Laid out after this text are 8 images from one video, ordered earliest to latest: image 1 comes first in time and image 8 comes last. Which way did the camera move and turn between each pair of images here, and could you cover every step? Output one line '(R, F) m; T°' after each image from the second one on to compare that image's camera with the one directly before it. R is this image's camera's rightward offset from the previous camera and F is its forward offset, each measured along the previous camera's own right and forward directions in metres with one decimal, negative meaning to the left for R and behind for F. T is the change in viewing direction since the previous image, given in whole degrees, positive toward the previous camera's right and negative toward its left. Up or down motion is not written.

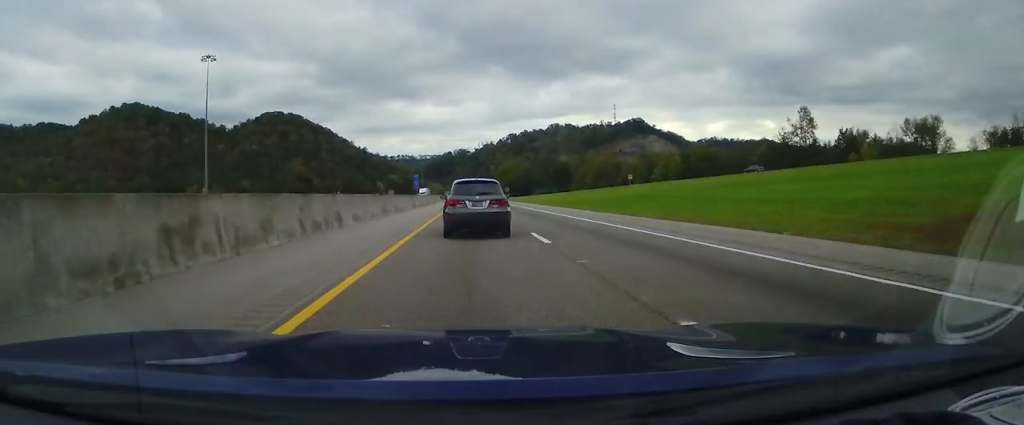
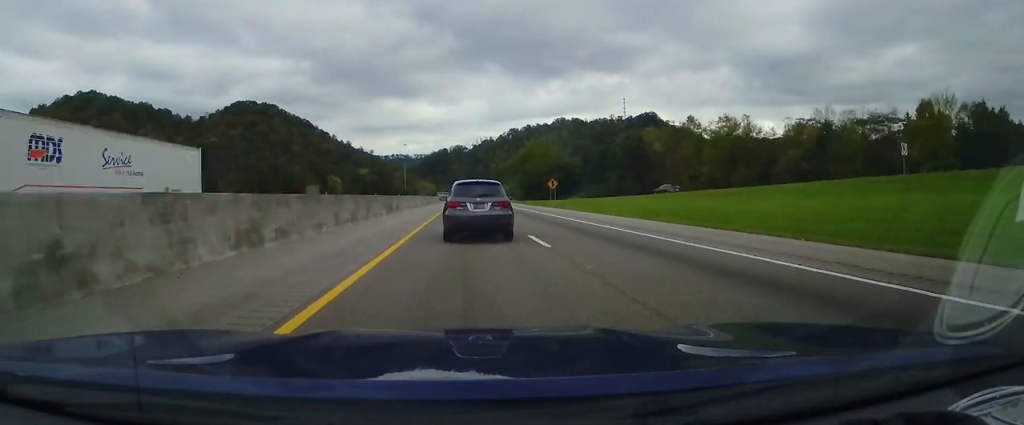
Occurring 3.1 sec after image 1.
(+0.4, +100.2) m; 0°
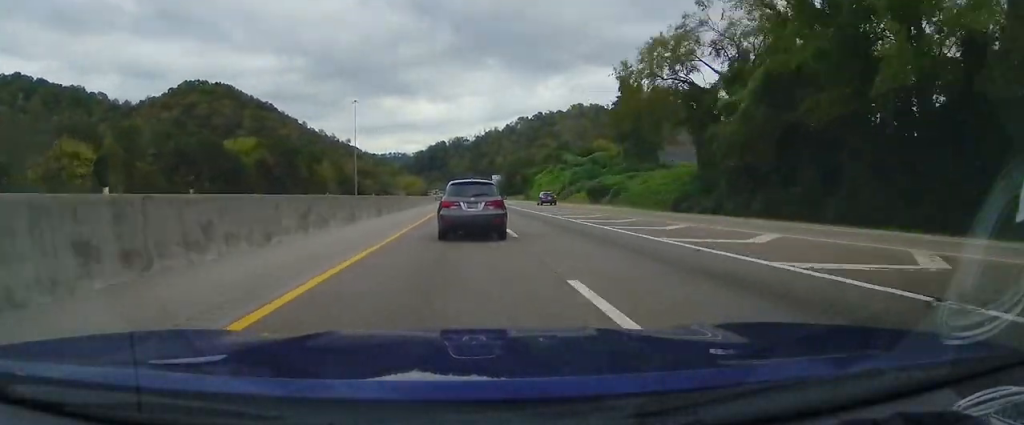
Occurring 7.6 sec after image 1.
(-0.9, +145.7) m; 0°
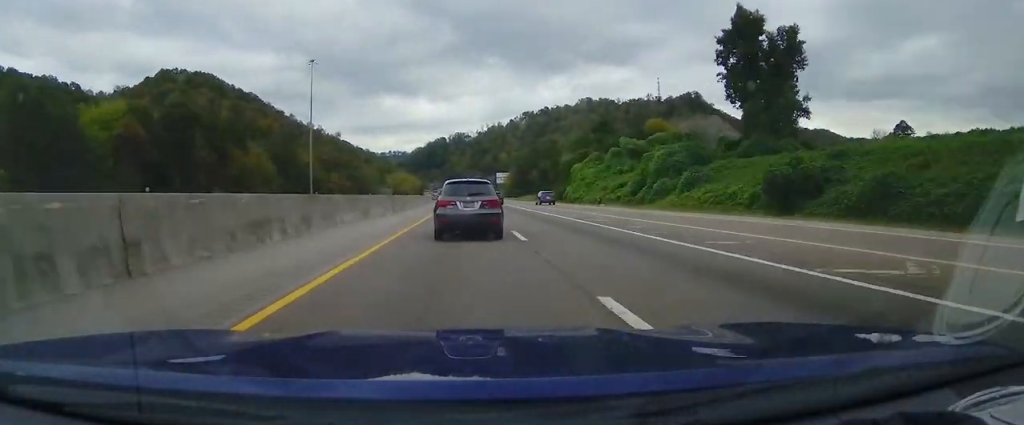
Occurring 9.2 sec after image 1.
(+0.1, +51.0) m; 0°
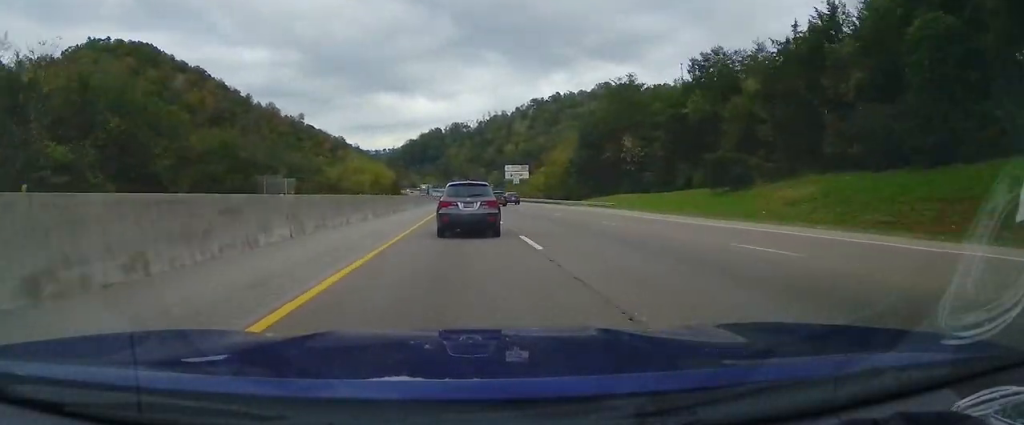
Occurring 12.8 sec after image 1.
(+0.1, +114.6) m; 0°
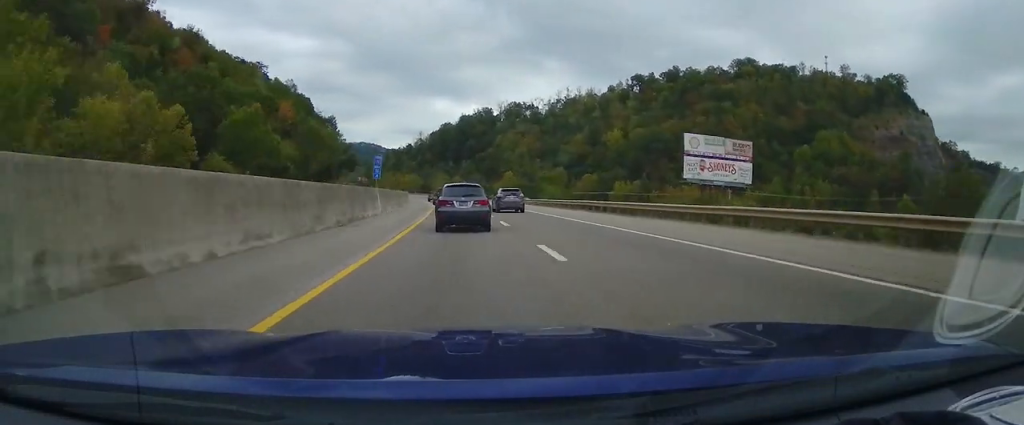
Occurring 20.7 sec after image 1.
(-11.4, +248.6) m; -9°
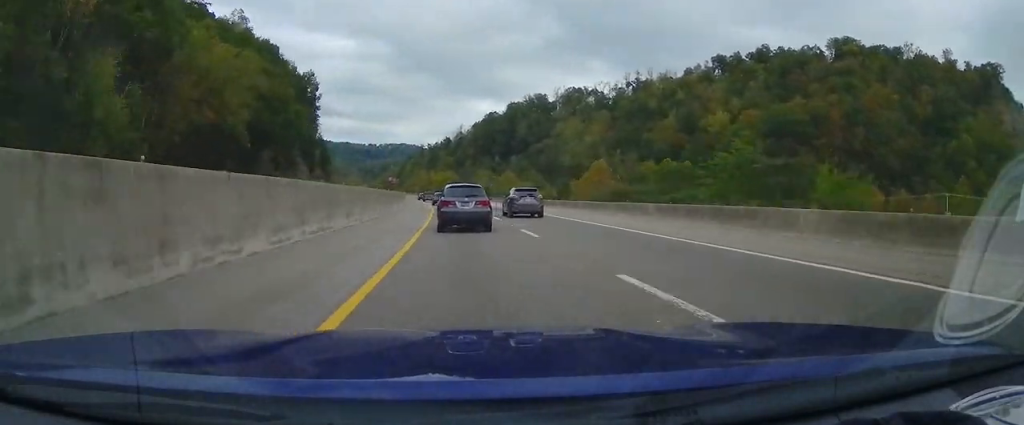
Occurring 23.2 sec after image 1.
(-2.4, +79.5) m; -5°
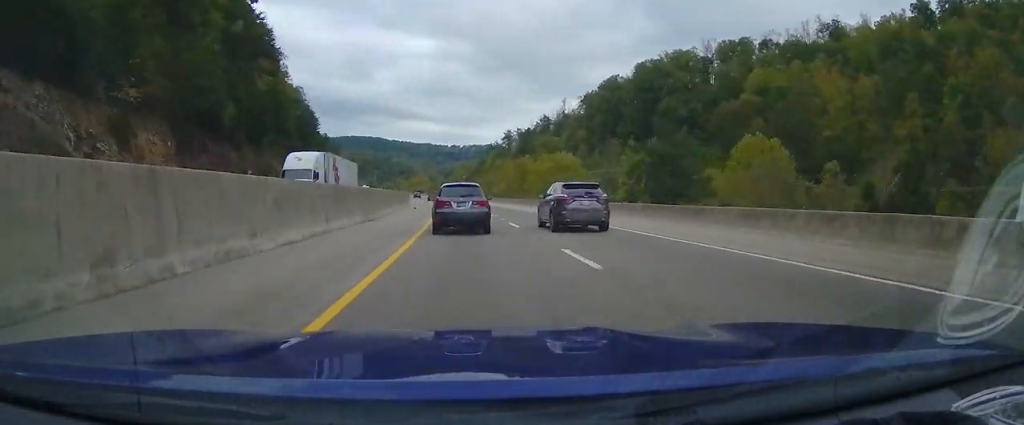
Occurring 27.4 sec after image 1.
(-9.7, +129.0) m; -8°
